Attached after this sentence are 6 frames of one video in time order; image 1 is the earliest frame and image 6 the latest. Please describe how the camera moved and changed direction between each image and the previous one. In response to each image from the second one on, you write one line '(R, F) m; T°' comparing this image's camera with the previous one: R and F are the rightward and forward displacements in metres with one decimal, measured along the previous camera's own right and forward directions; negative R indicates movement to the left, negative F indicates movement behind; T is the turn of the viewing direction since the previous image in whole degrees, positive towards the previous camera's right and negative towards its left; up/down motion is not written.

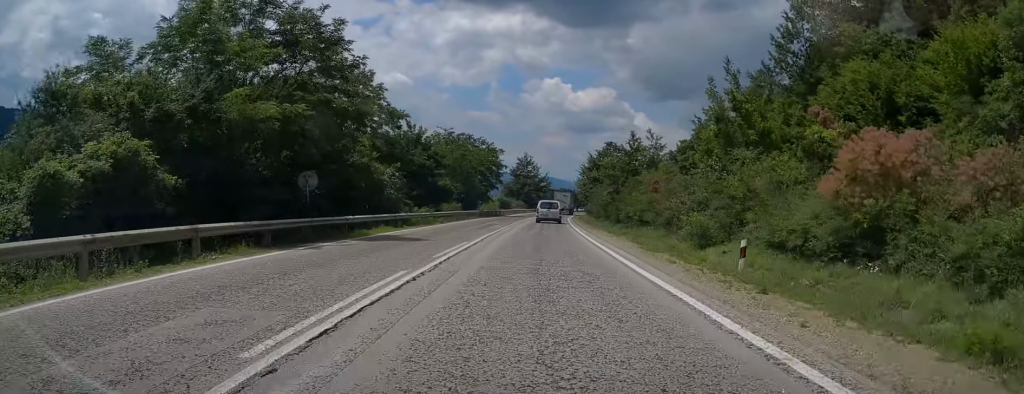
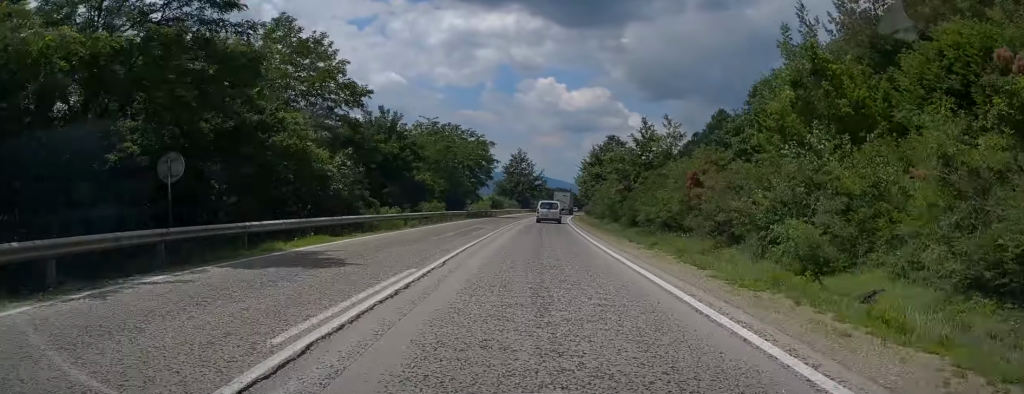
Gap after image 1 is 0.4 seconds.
(0.0, +8.5) m; 0°
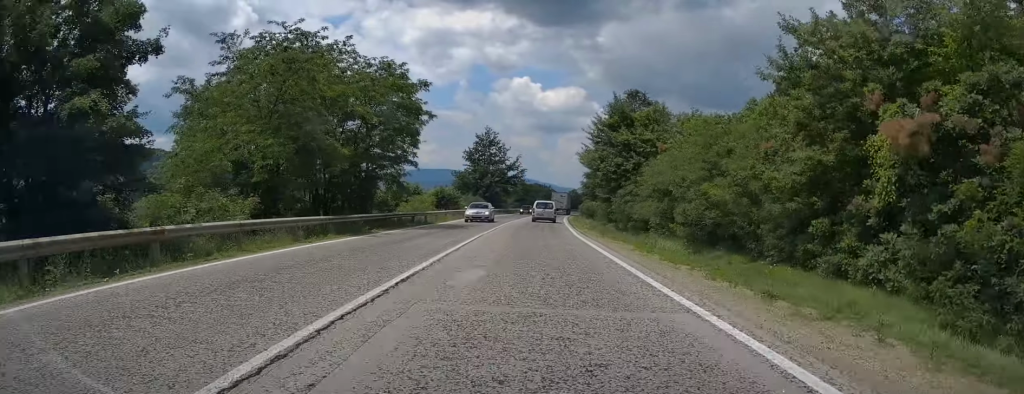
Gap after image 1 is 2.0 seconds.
(+0.5, +34.0) m; +3°
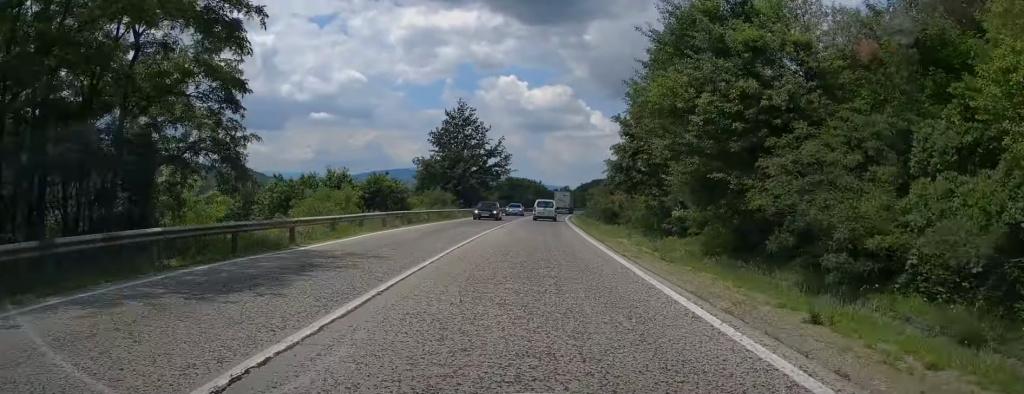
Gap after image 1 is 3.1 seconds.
(+0.5, +22.6) m; +2°
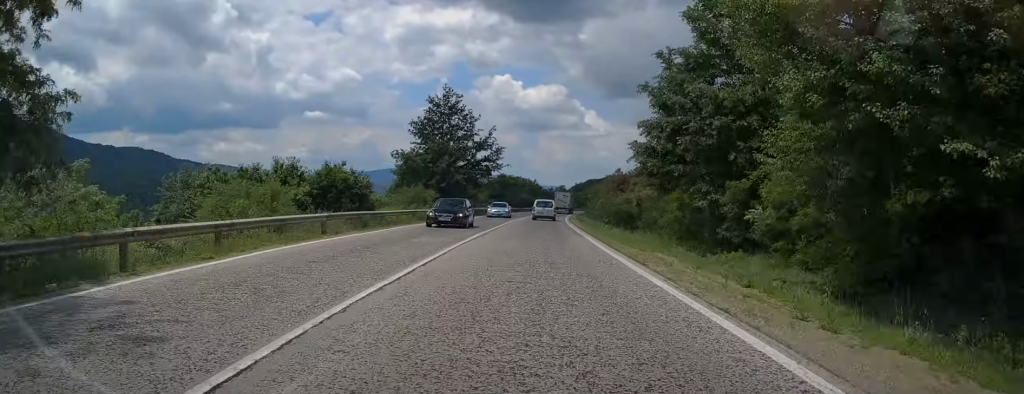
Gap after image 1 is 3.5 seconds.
(+0.1, +8.5) m; 0°
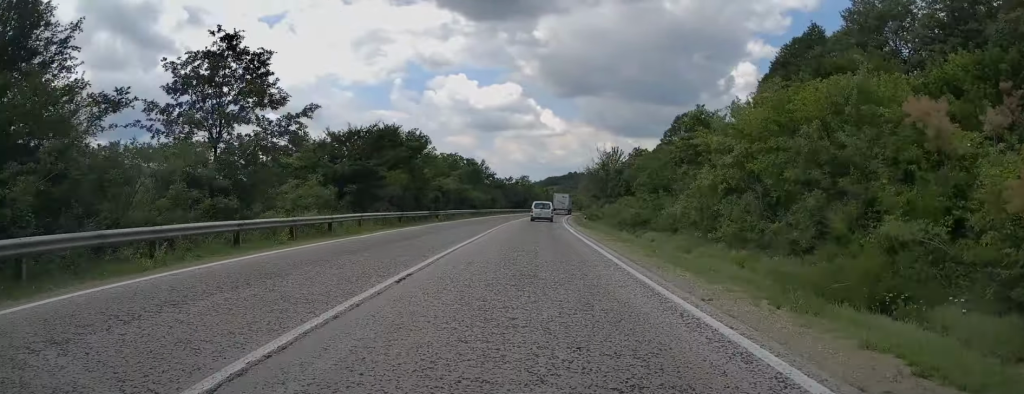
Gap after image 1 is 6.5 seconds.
(+2.0, +65.8) m; +3°
